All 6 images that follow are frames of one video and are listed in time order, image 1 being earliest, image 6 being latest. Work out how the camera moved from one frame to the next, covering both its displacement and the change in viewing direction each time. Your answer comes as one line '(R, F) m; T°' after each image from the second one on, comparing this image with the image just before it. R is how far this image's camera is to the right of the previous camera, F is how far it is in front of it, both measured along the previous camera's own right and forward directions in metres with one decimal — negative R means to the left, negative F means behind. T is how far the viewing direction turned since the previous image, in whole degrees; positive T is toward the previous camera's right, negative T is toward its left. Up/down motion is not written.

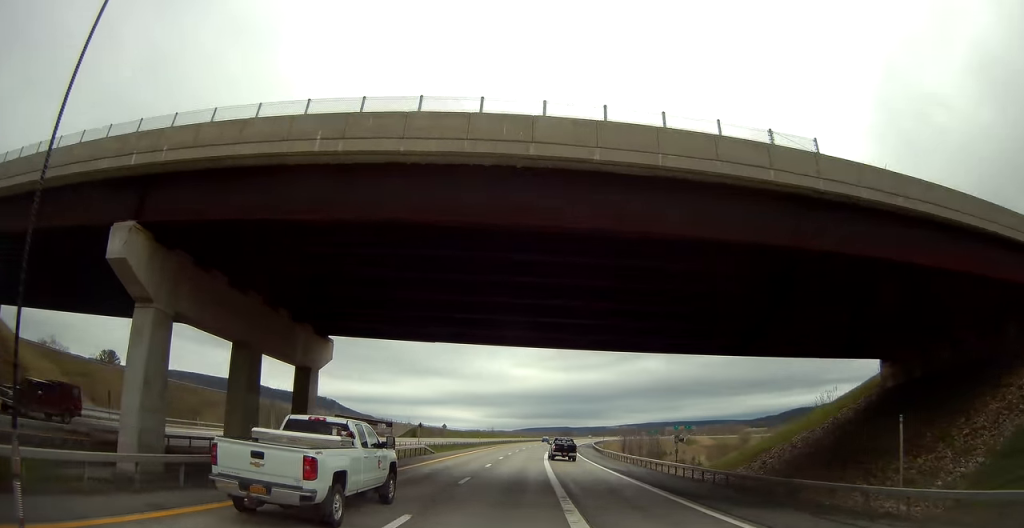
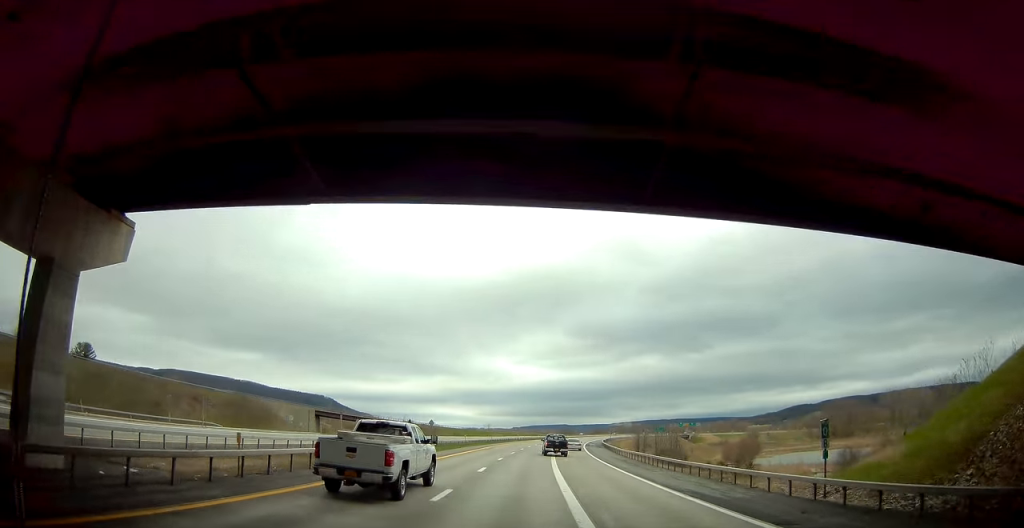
(-0.2, +18.5) m; 0°
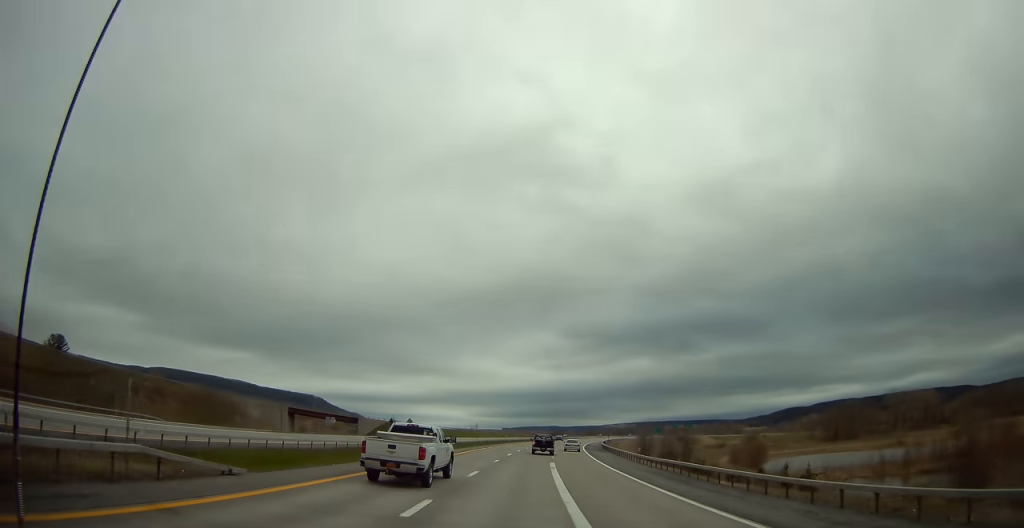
(-0.1, +14.7) m; +1°
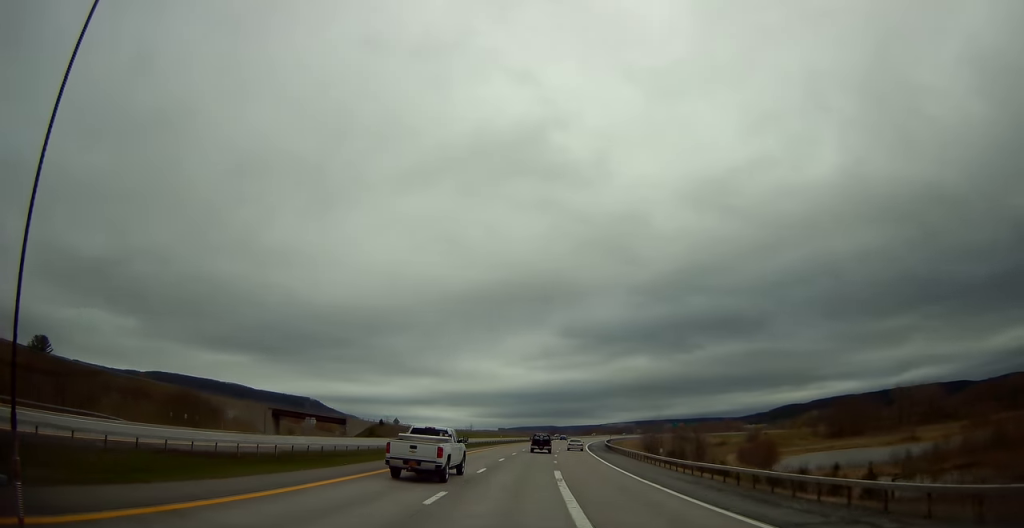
(+0.2, +9.6) m; +1°
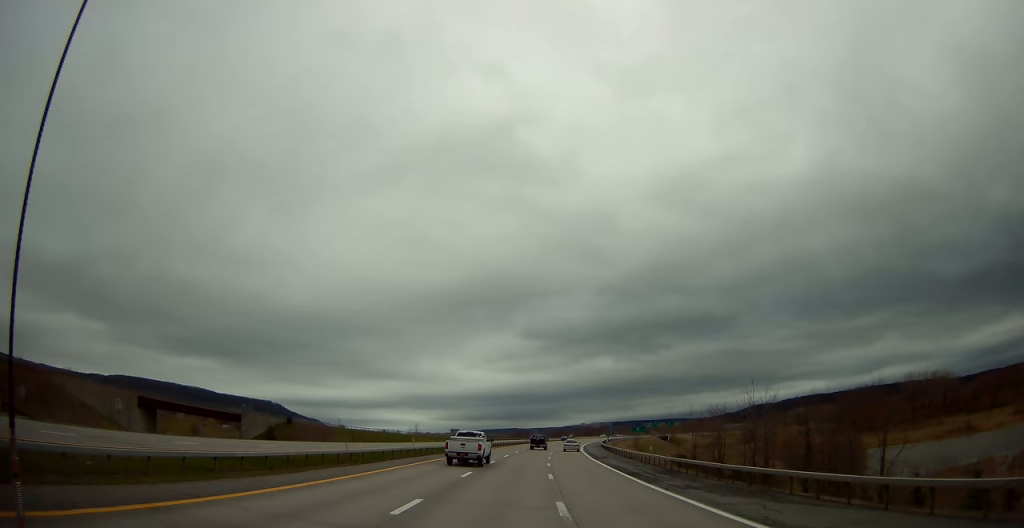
(+1.5, +50.2) m; +4°
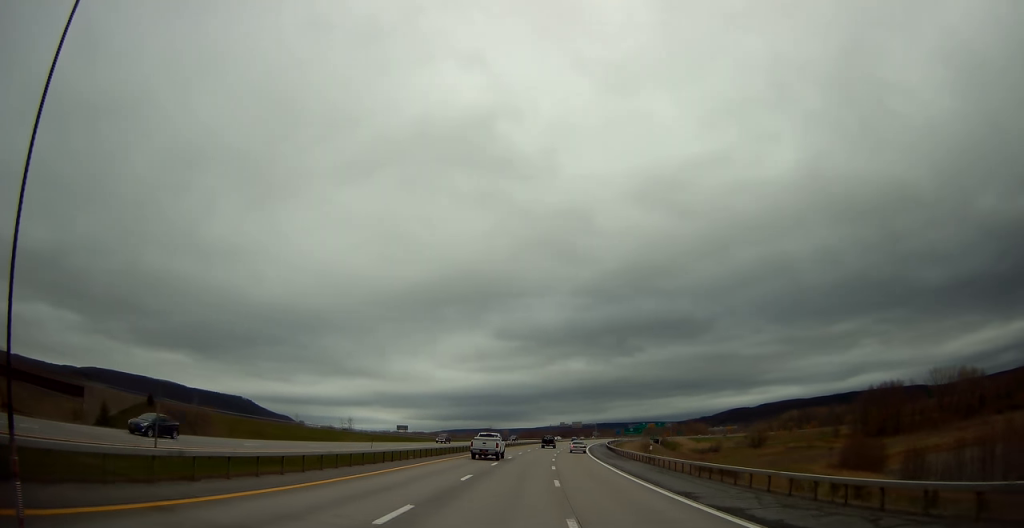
(+1.2, +49.8) m; +3°
